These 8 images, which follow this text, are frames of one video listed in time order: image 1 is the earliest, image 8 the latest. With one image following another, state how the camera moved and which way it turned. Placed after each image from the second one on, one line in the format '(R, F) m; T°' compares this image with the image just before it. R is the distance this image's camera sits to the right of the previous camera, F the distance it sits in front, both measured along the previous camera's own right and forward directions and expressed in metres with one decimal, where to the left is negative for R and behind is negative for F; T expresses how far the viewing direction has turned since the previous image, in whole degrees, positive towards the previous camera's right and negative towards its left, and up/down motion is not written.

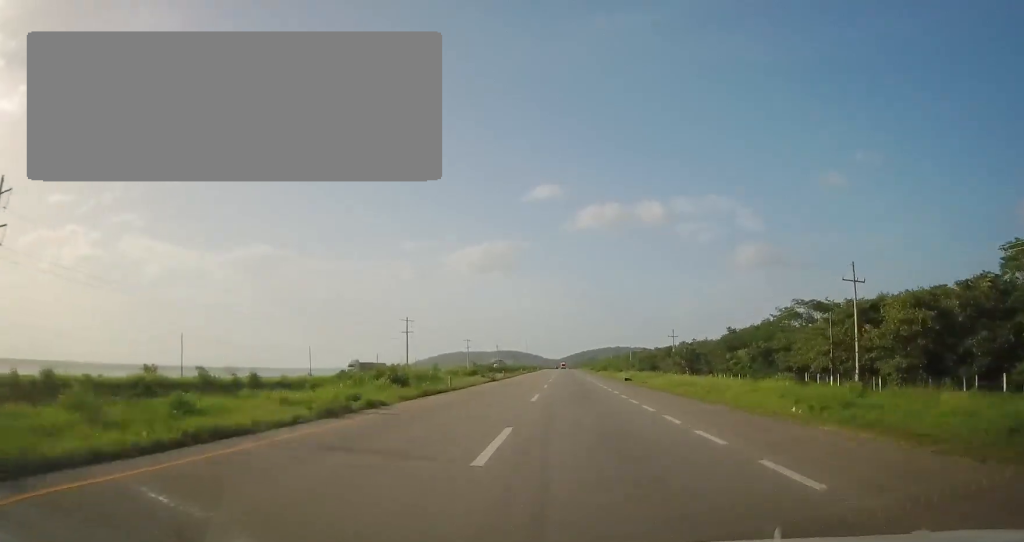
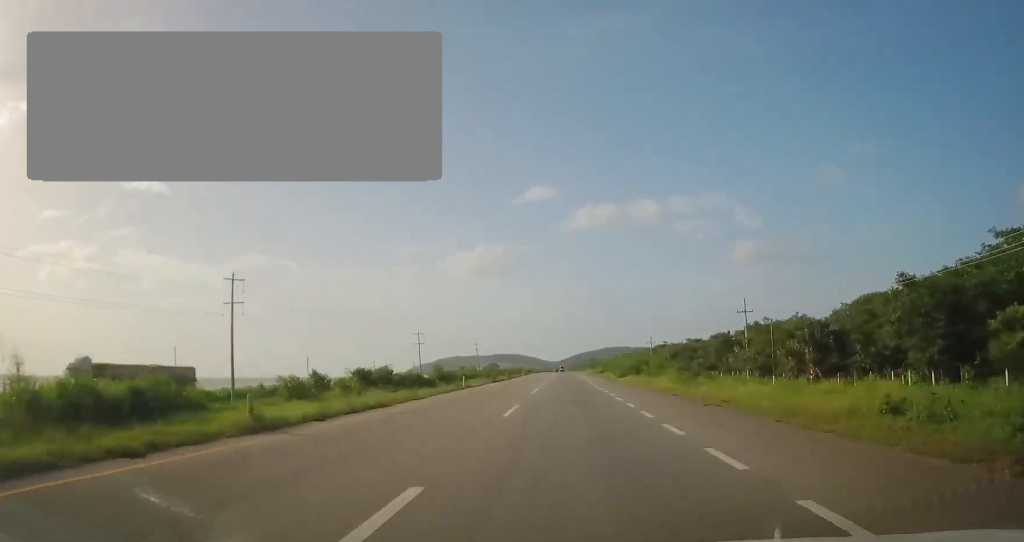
(+0.4, +51.2) m; +1°
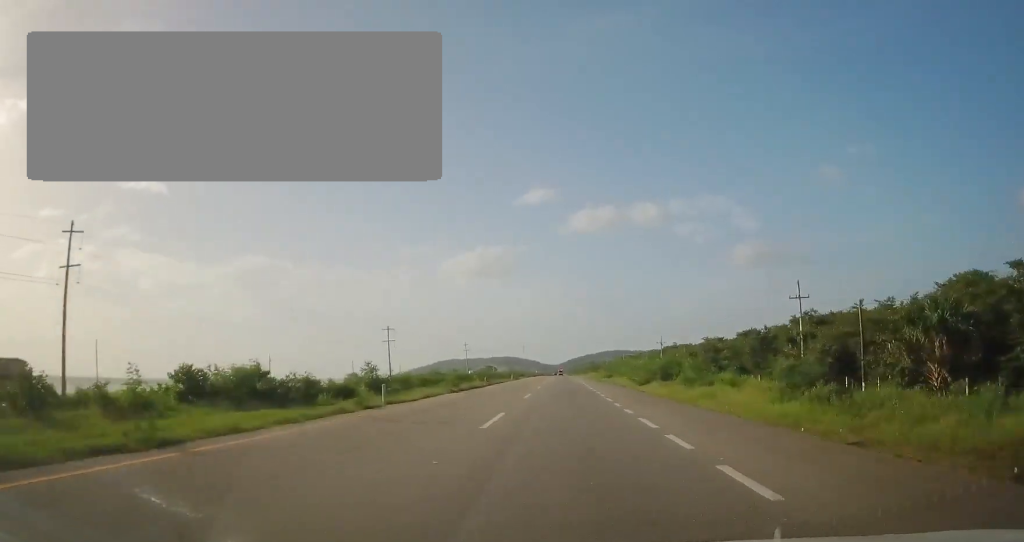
(+0.1, +17.8) m; 0°
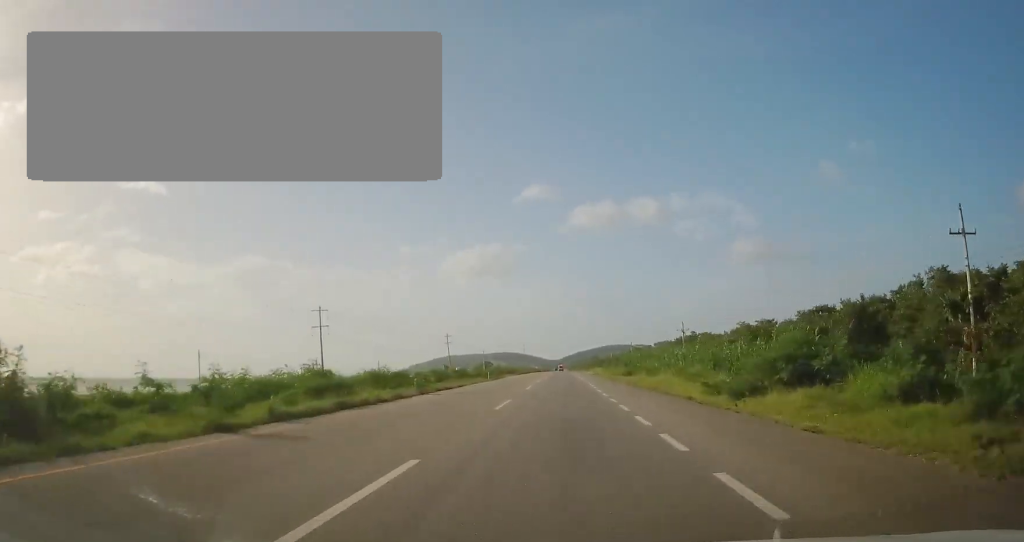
(-0.3, +25.2) m; 0°
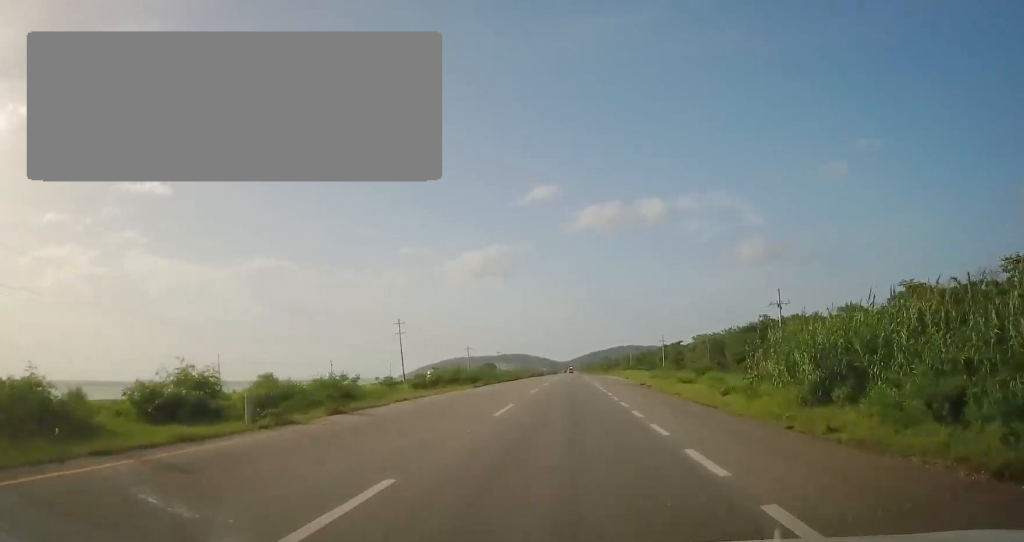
(+0.1, +46.3) m; -2°
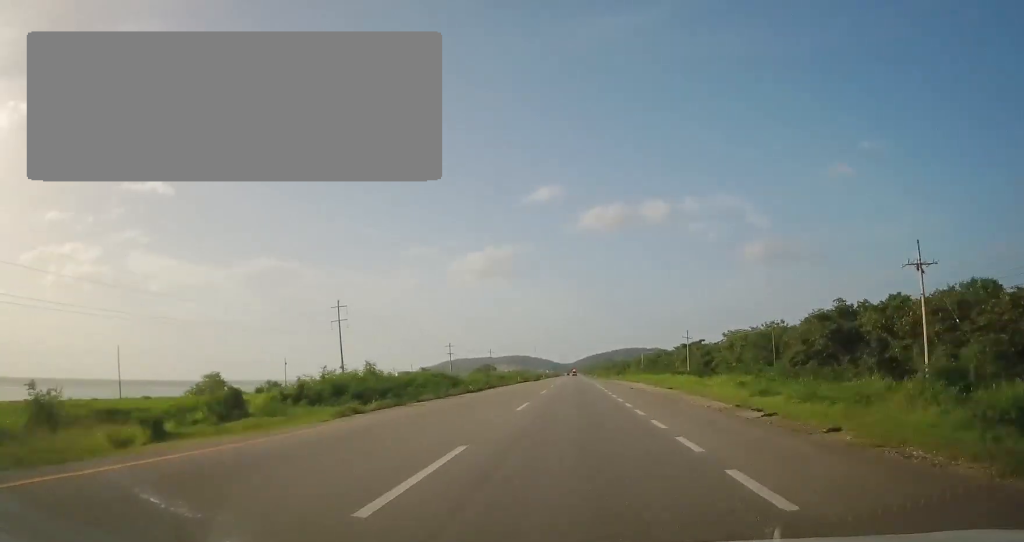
(-0.5, +26.4) m; -1°
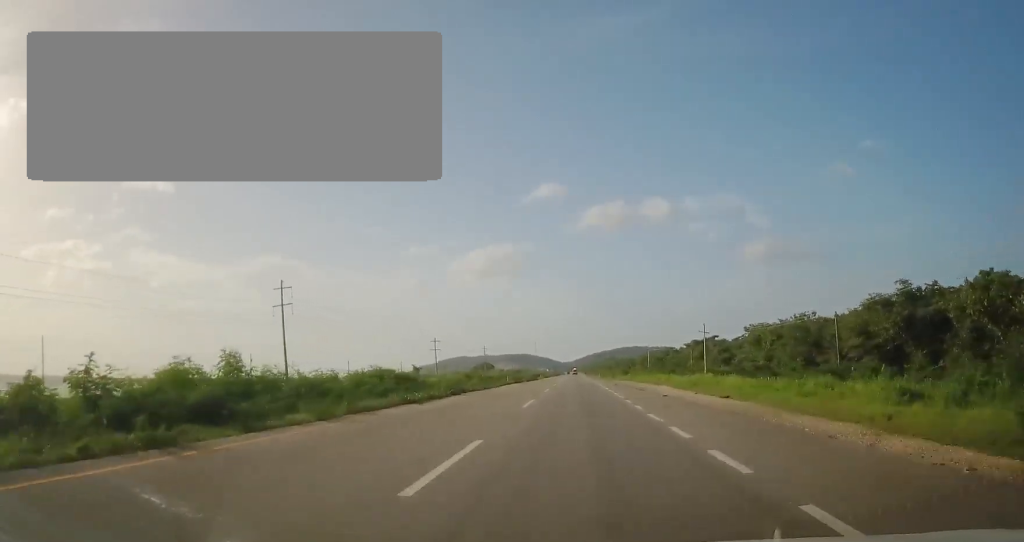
(0.0, +14.3) m; 0°
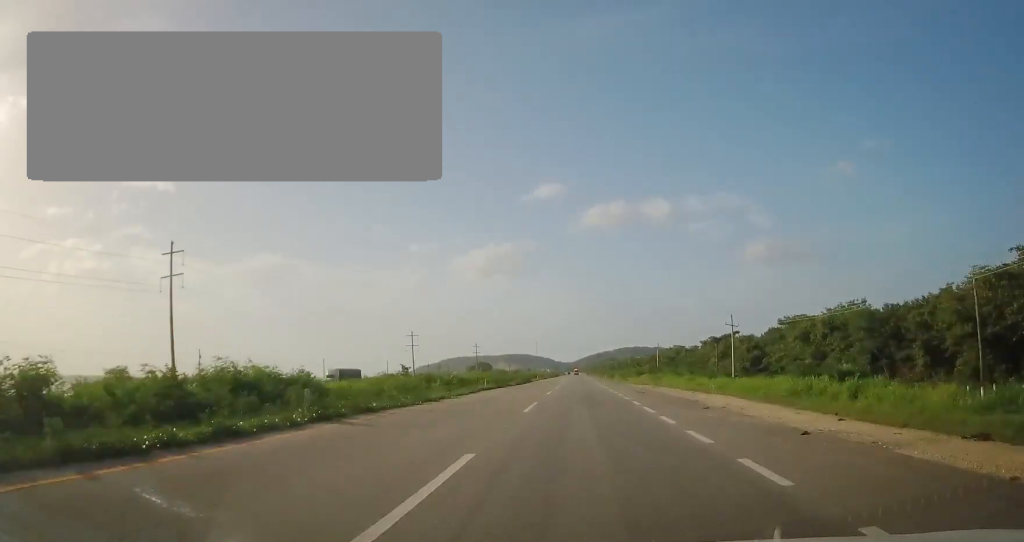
(+0.2, +17.0) m; +1°
